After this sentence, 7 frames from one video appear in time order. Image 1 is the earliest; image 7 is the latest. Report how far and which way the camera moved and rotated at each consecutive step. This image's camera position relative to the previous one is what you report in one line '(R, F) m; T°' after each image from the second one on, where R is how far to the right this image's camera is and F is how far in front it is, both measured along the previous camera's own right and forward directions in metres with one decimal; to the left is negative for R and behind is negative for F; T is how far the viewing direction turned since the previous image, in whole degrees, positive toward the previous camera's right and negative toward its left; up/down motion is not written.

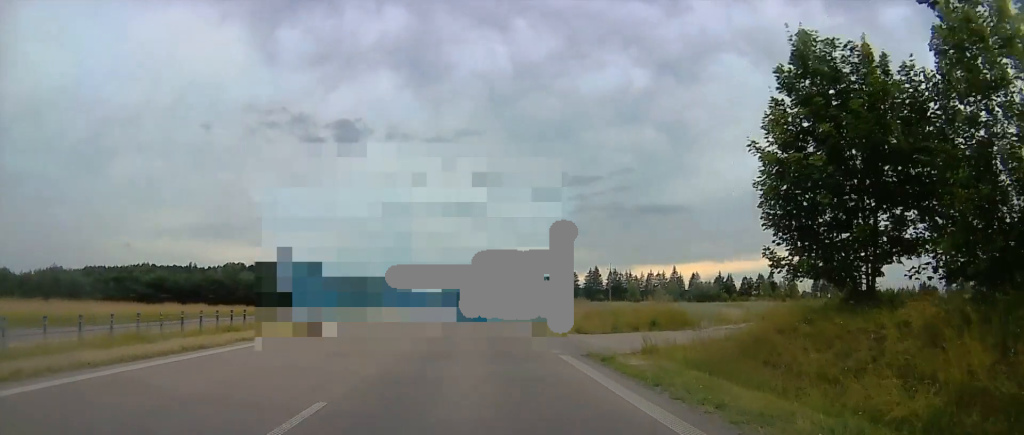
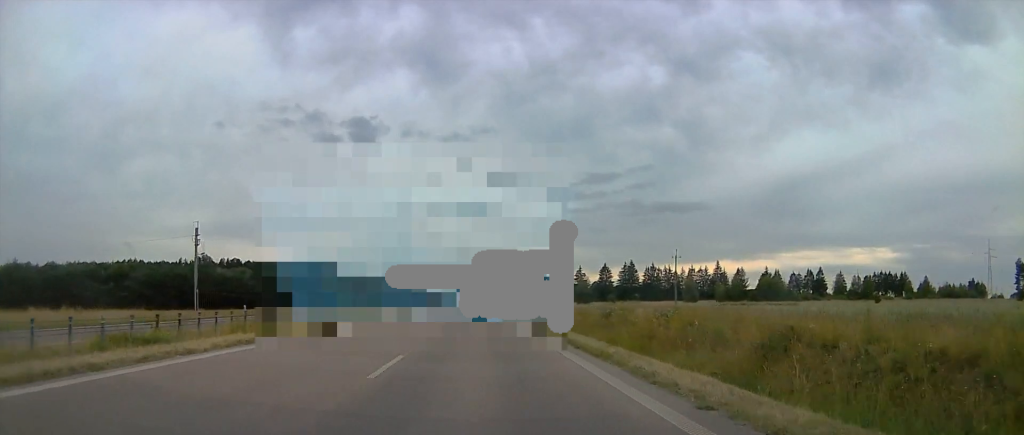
(0.0, +40.5) m; 0°
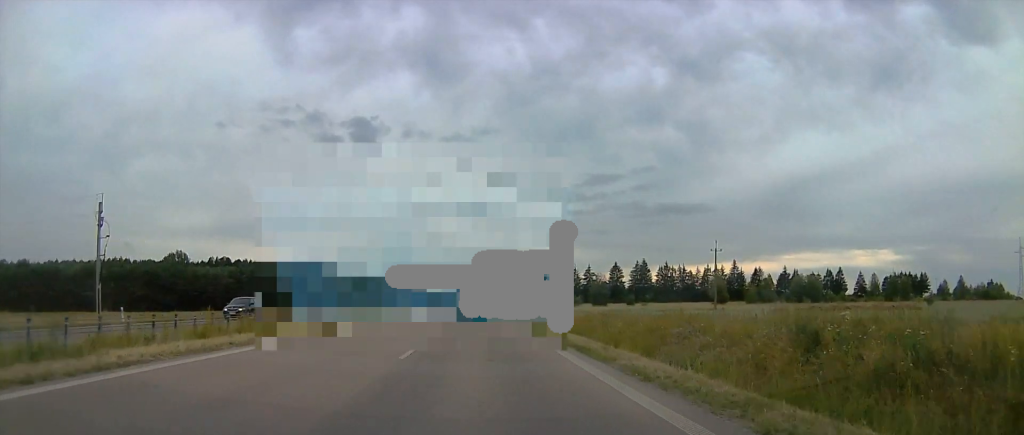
(0.0, +19.9) m; 0°
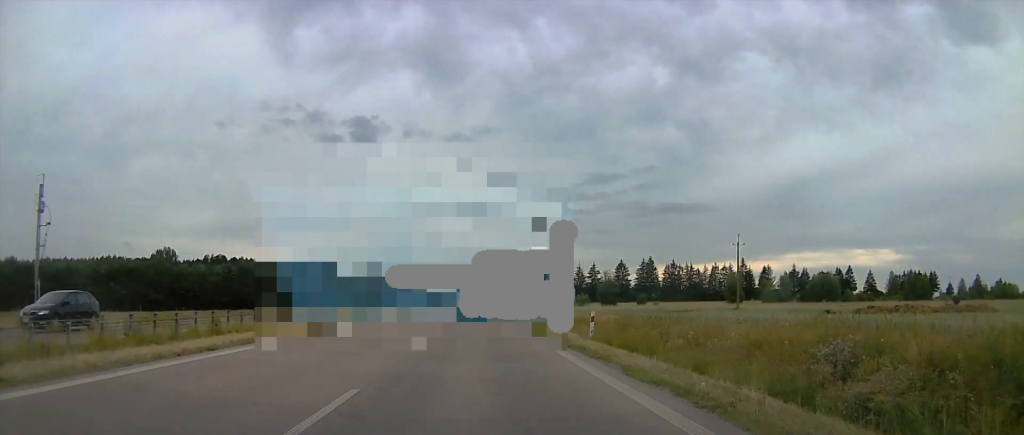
(0.0, +8.5) m; 0°
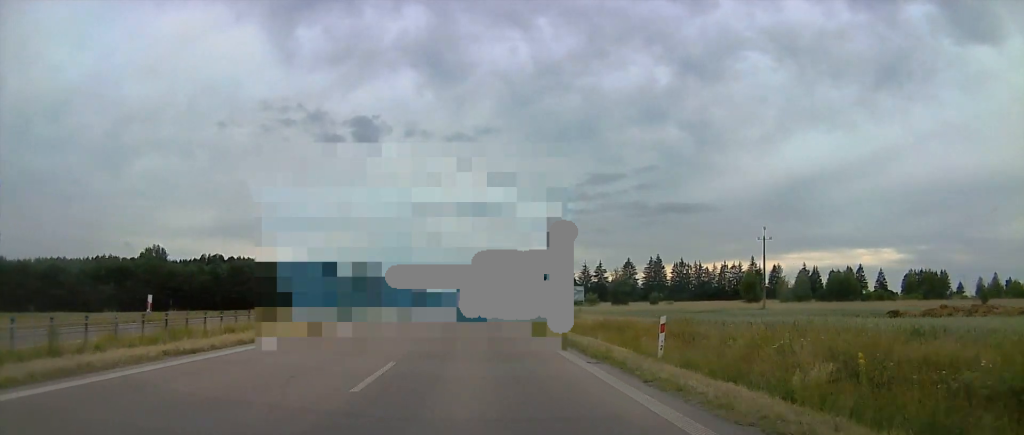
(0.0, +7.9) m; 0°
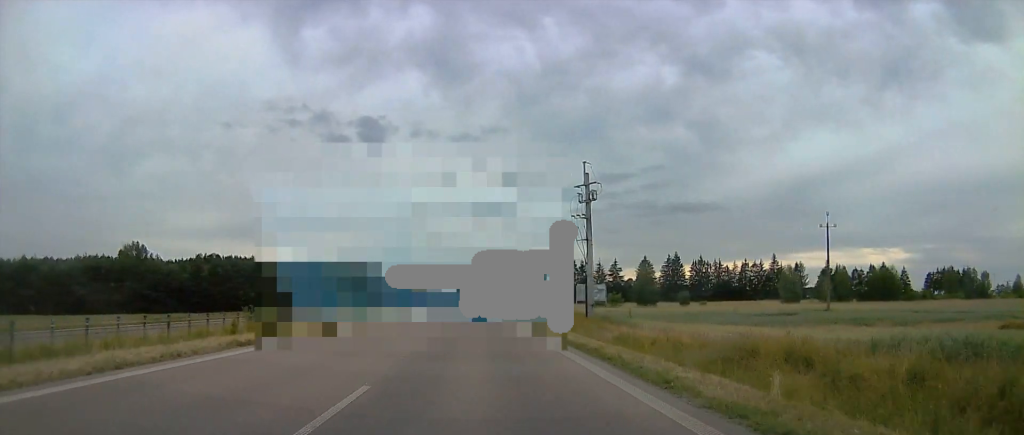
(0.0, +14.9) m; 0°
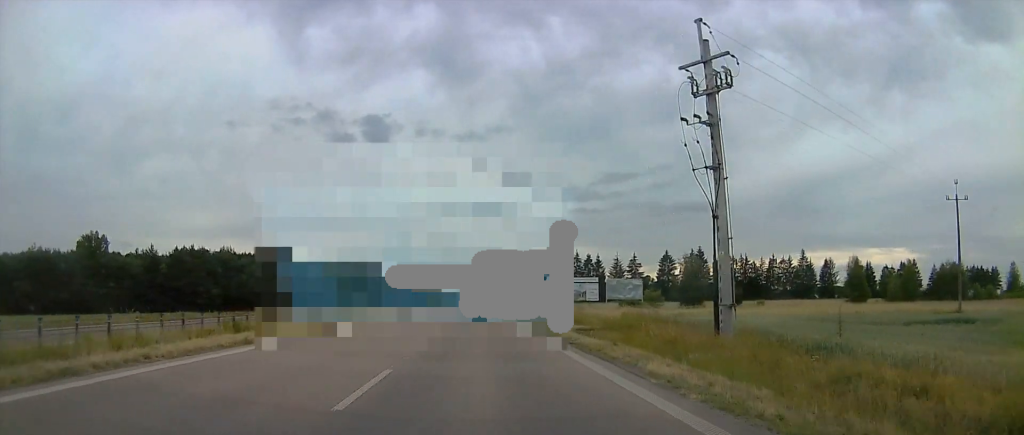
(0.0, +21.2) m; 0°
